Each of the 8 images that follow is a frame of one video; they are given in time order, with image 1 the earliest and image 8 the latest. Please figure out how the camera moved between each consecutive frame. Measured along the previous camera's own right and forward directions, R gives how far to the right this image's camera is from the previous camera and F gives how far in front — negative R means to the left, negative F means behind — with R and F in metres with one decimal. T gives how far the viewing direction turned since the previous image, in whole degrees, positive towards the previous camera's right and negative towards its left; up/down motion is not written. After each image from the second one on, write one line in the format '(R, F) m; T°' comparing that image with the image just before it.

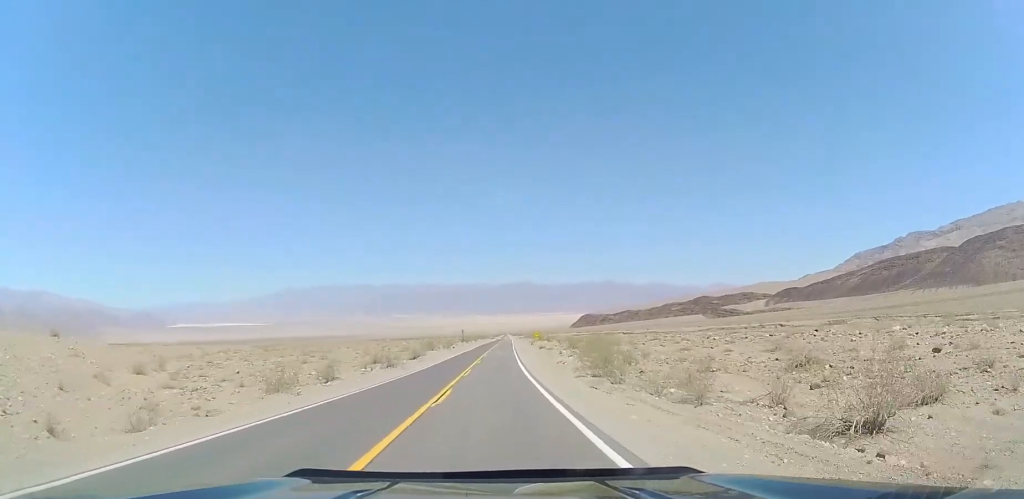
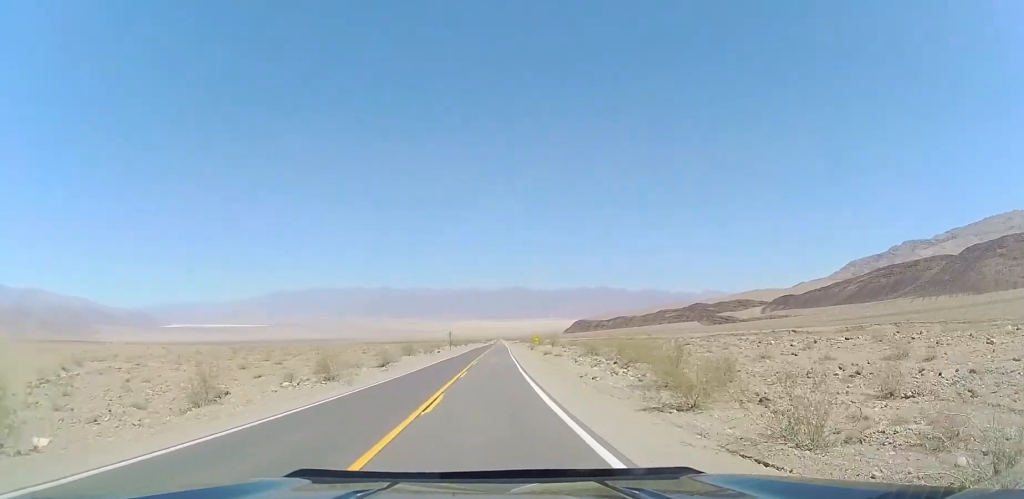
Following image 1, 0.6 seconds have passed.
(-0.1, +16.0) m; 0°
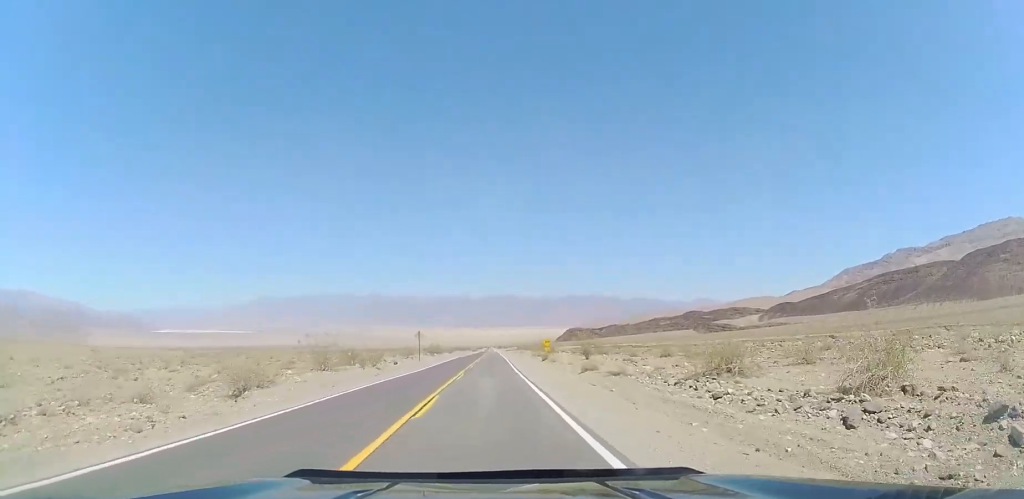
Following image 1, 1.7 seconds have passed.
(+0.4, +30.2) m; +2°
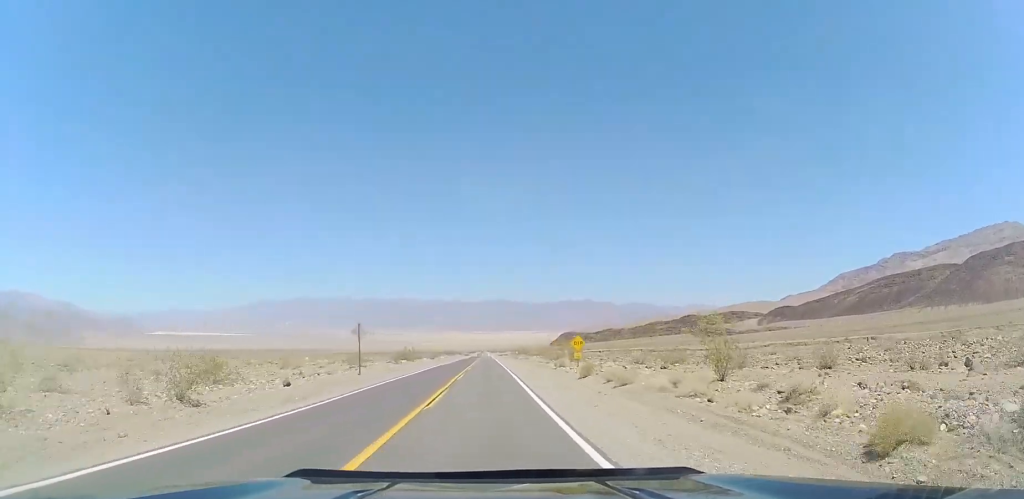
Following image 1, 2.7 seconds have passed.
(+0.6, +26.6) m; +2°
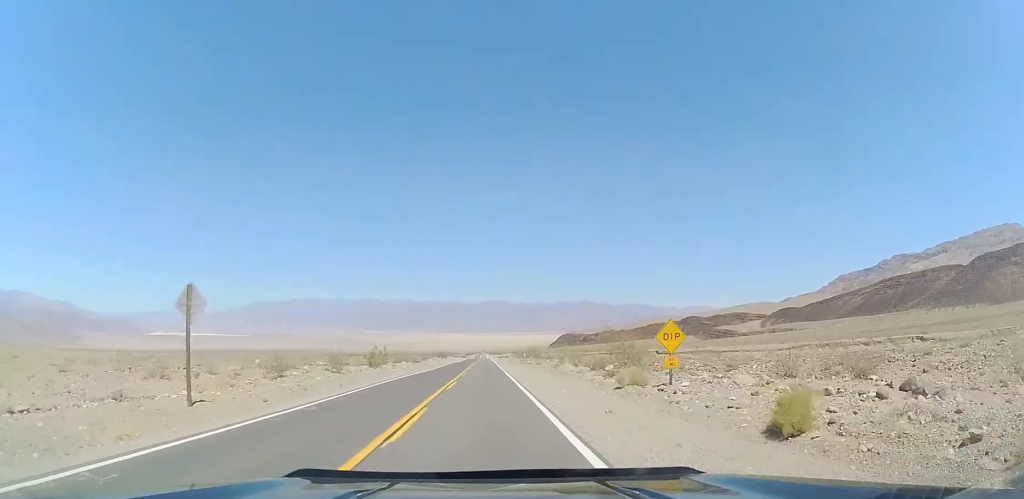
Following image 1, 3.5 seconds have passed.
(+0.1, +21.1) m; 0°
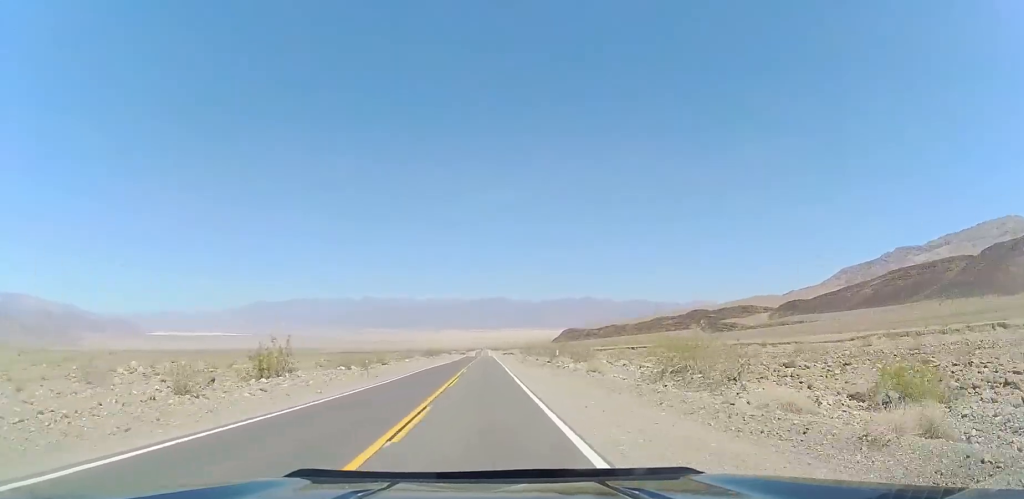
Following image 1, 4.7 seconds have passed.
(-0.3, +29.4) m; -1°
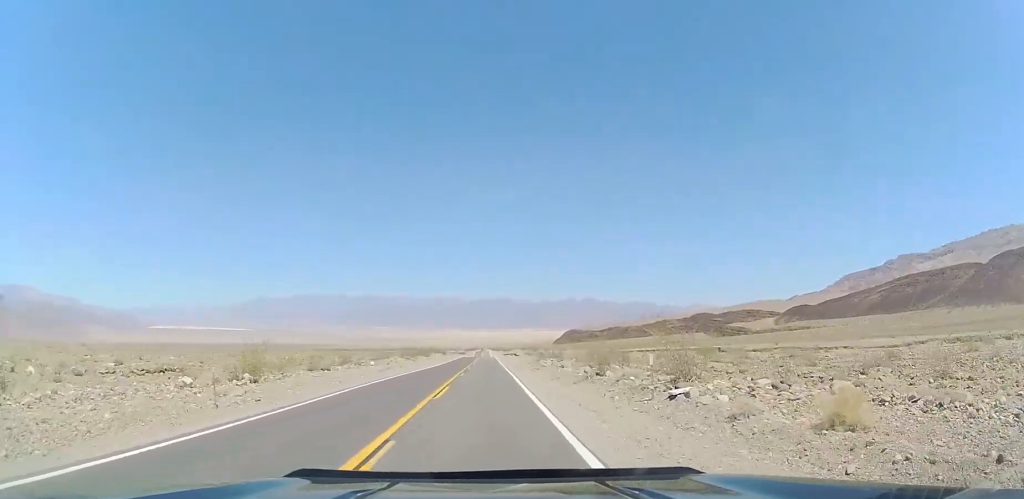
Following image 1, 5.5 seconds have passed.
(-0.1, +20.6) m; 0°
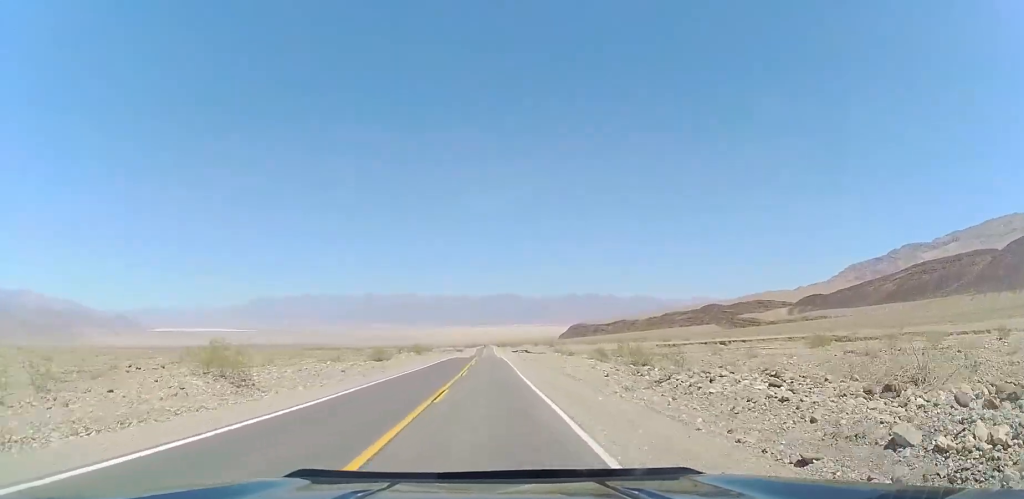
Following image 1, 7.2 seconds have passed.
(+0.4, +44.6) m; 0°
